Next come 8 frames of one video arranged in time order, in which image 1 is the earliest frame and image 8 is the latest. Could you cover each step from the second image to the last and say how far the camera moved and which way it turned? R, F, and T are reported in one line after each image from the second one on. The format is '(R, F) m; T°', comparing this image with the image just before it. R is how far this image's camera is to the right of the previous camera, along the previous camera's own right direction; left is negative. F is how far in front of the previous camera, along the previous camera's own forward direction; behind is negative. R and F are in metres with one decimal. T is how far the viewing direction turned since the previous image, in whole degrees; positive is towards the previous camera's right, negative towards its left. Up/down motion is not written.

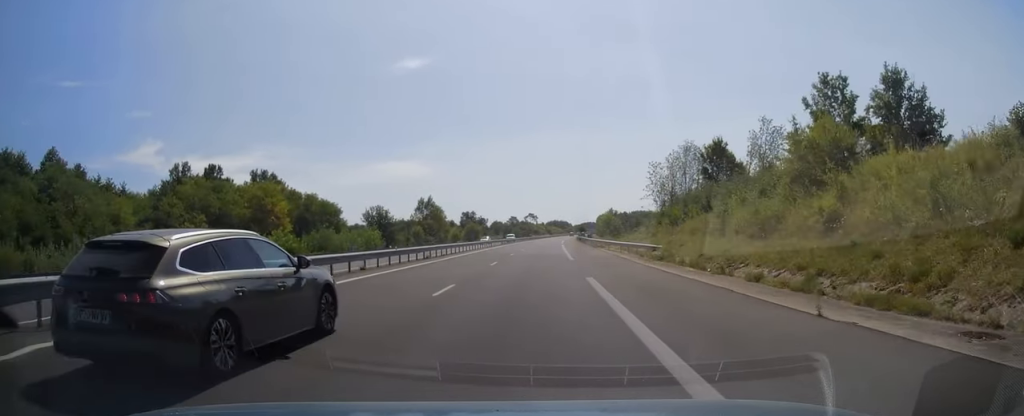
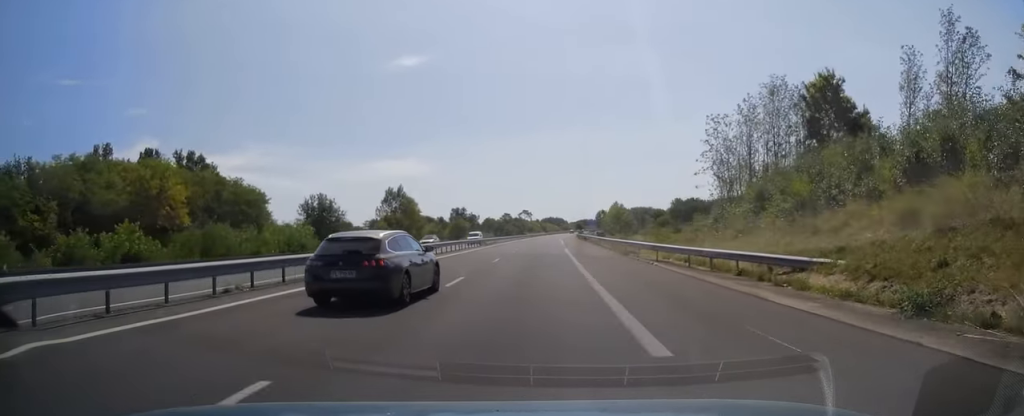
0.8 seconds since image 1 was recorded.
(-0.1, +24.1) m; 0°
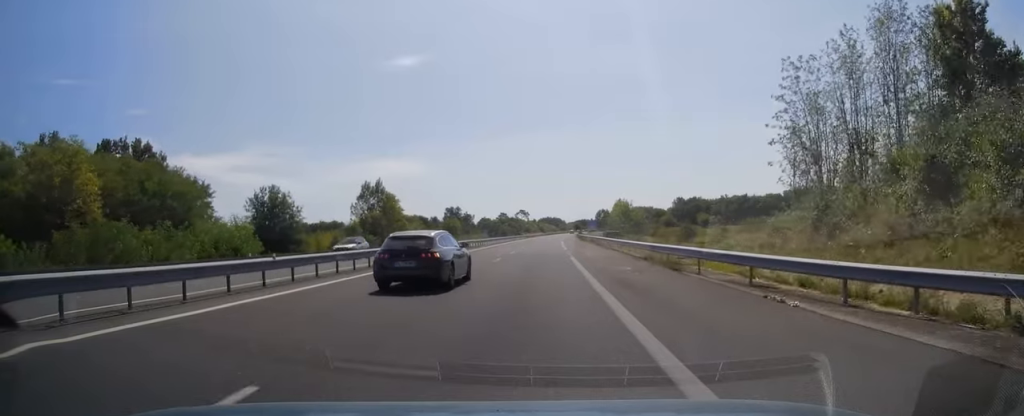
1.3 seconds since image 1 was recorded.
(+0.2, +13.3) m; 0°
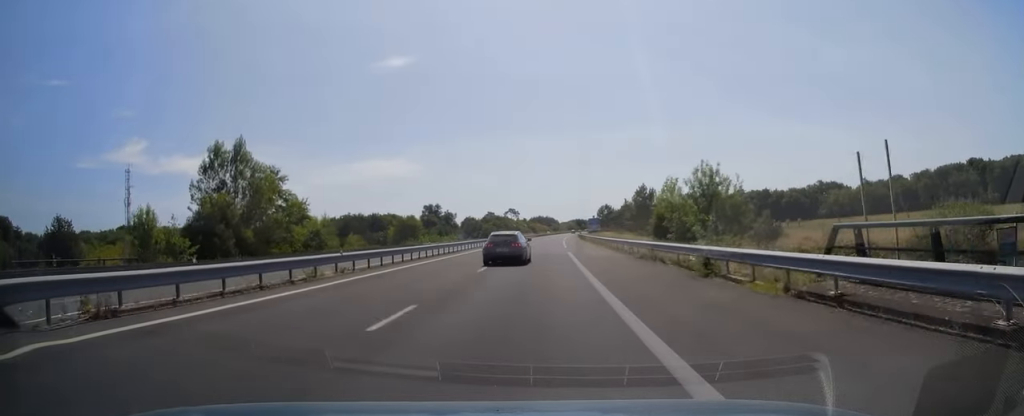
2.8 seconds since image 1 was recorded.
(+0.2, +45.7) m; +1°
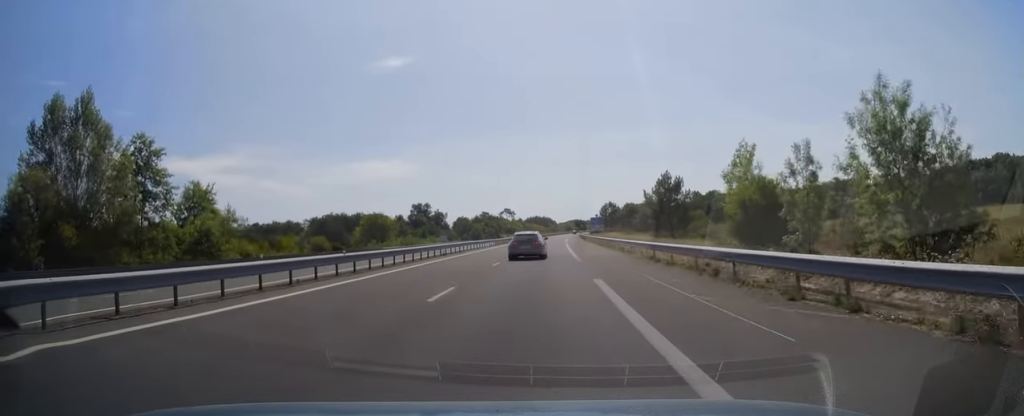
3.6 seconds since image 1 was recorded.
(-0.1, +22.1) m; +1°
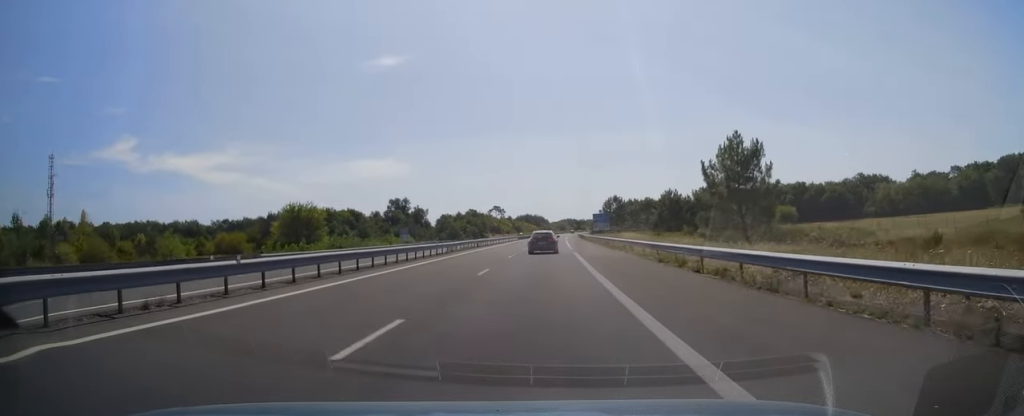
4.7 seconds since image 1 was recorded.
(+0.5, +32.0) m; +1°
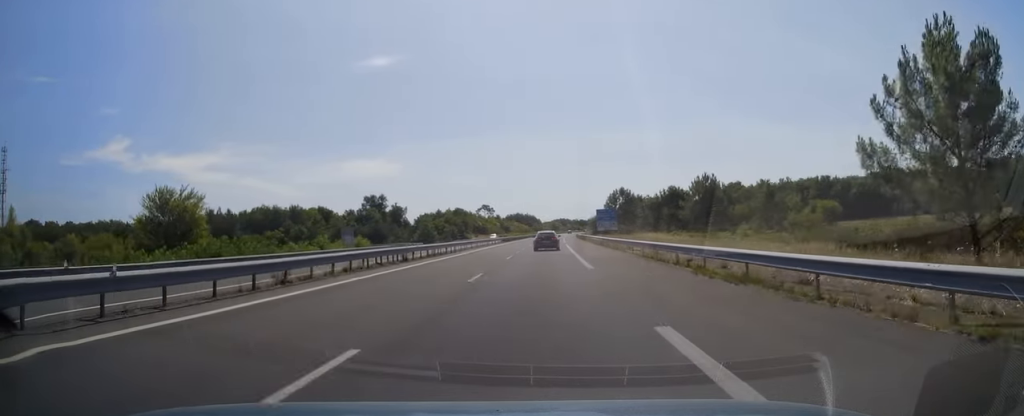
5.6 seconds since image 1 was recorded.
(0.0, +28.5) m; 0°
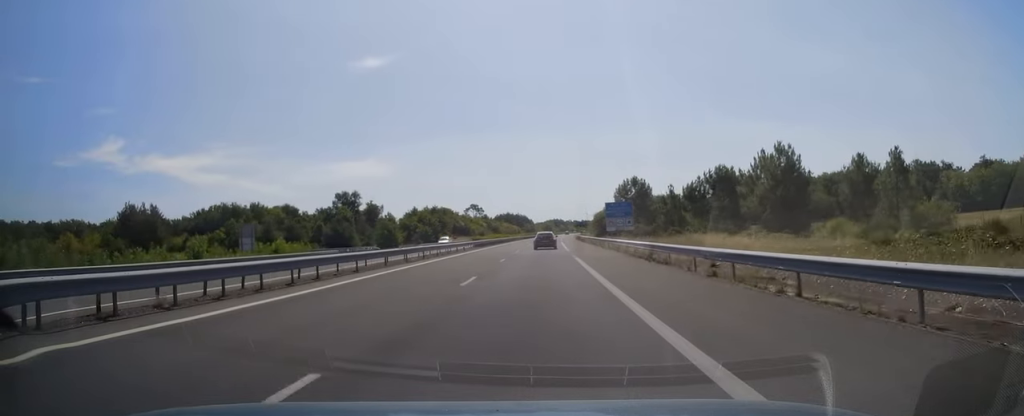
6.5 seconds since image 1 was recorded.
(0.0, +27.5) m; +1°
